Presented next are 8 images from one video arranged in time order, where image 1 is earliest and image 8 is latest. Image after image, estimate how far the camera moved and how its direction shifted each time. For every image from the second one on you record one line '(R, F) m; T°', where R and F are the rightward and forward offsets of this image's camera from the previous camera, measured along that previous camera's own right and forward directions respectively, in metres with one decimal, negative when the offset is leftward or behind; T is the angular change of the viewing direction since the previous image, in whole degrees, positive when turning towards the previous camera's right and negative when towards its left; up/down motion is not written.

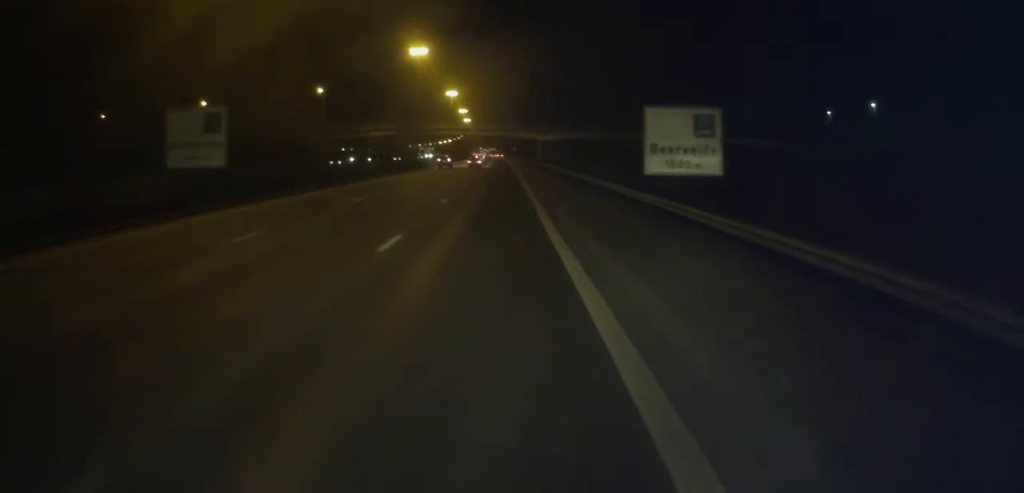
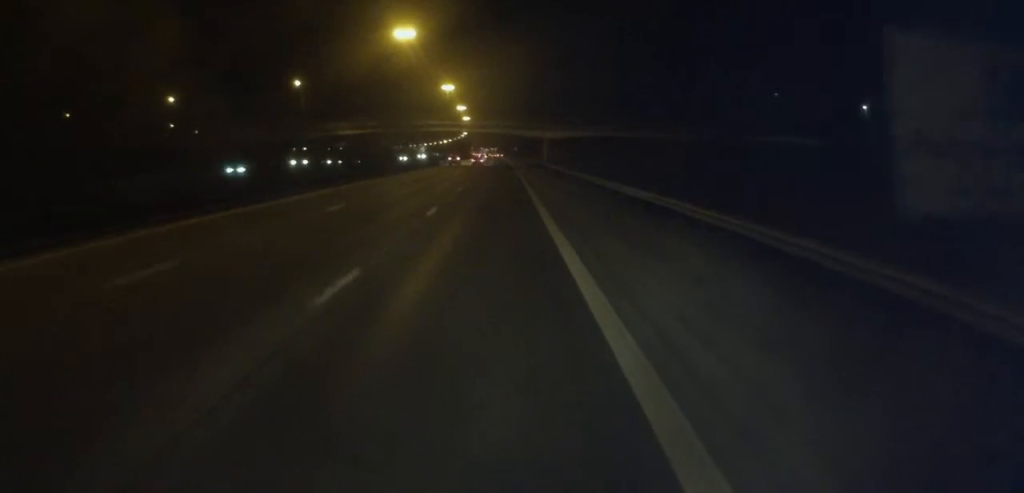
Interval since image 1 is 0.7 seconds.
(0.0, +16.4) m; -1°
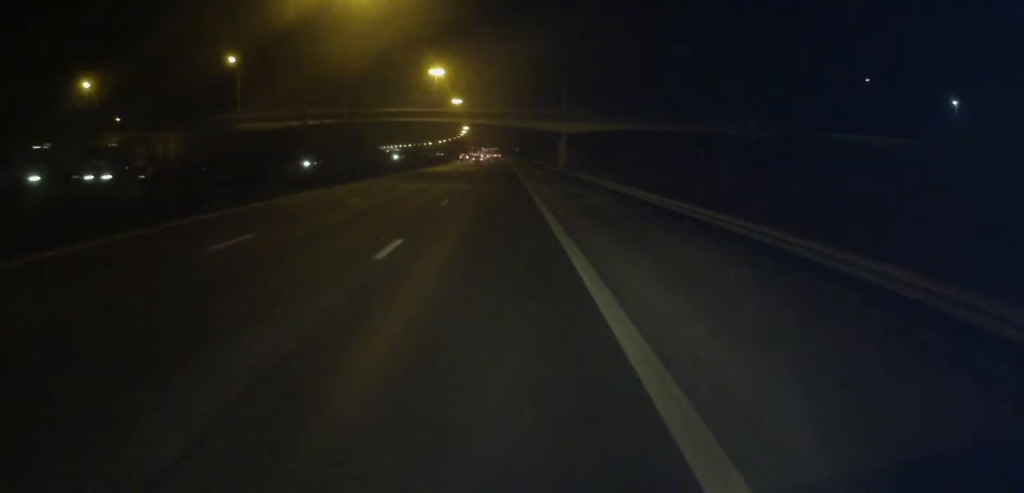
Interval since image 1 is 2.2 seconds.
(-0.4, +31.4) m; 0°
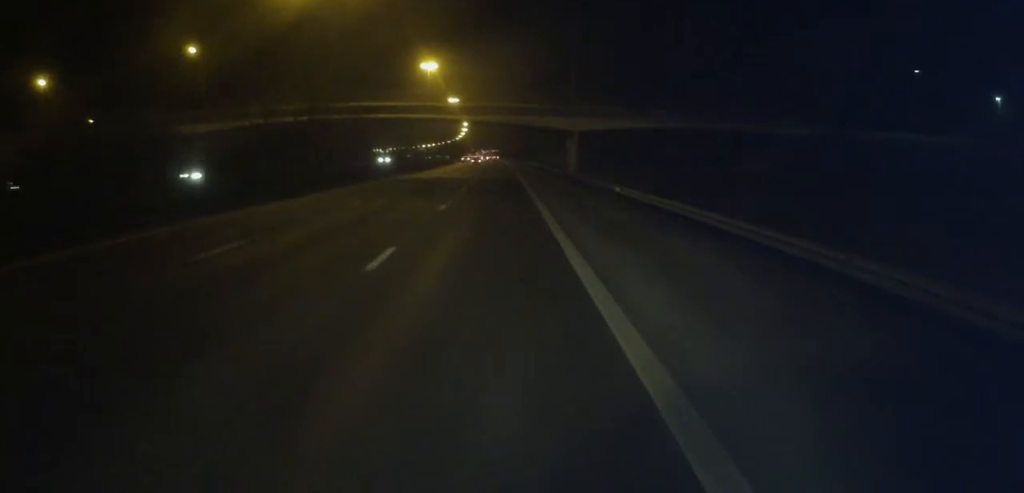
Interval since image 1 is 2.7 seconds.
(+0.2, +12.7) m; 0°
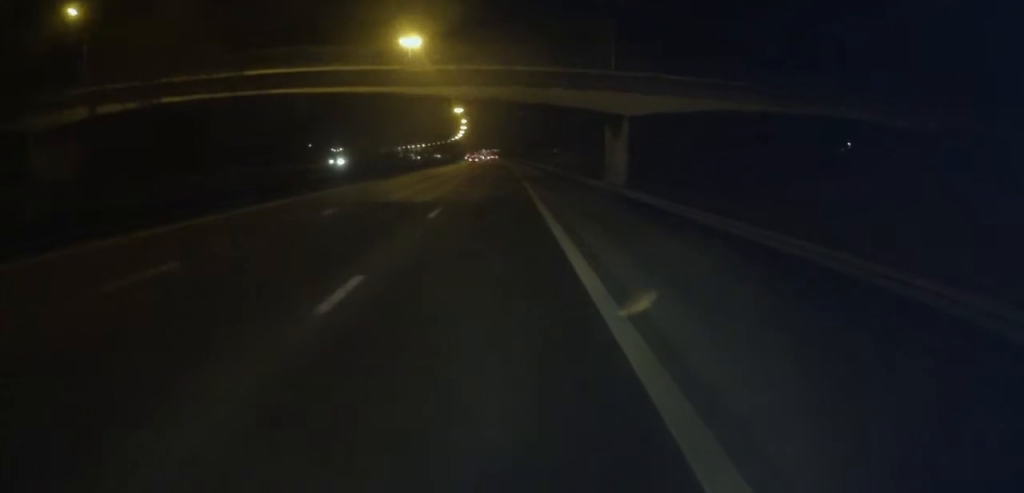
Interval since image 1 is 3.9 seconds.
(-0.3, +27.3) m; 0°
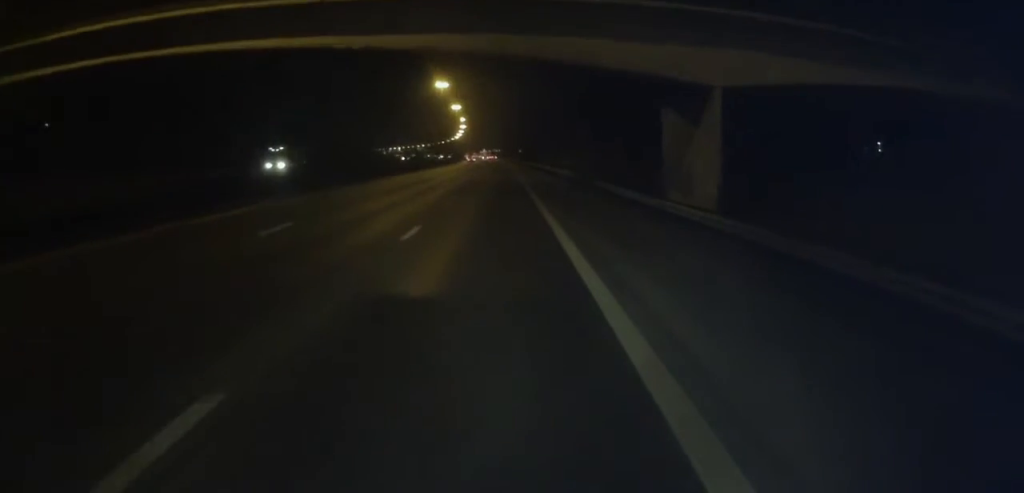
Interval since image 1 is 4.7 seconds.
(+0.2, +17.8) m; 0°
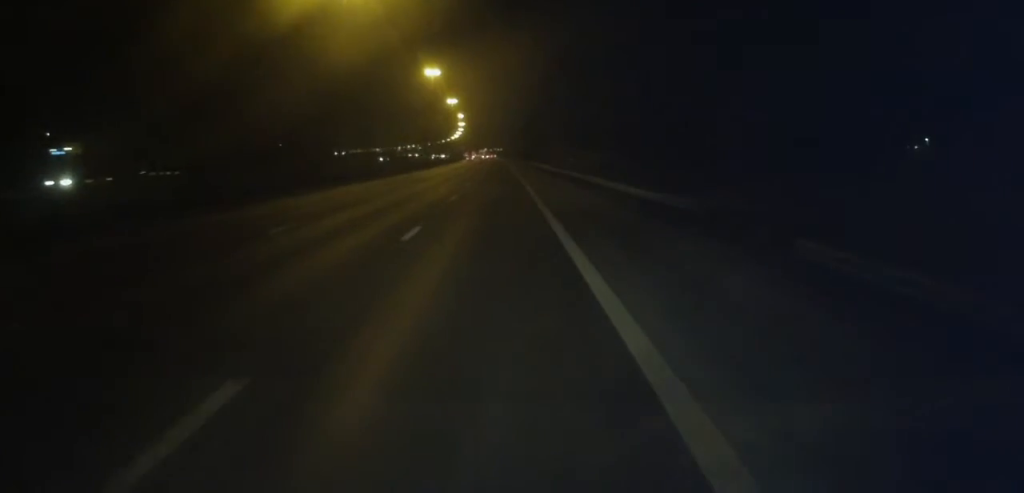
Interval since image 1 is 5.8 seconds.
(-0.2, +24.9) m; 0°
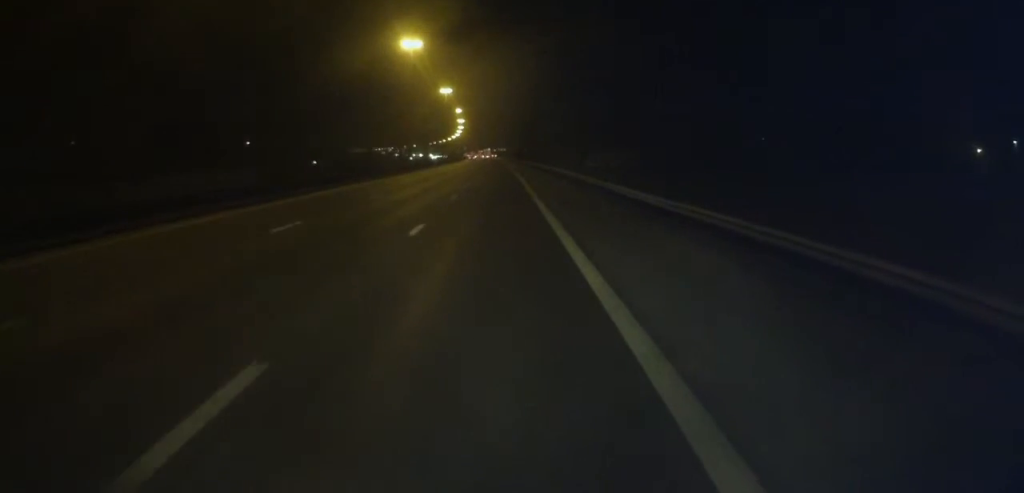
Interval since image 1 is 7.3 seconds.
(+0.2, +36.8) m; 0°
